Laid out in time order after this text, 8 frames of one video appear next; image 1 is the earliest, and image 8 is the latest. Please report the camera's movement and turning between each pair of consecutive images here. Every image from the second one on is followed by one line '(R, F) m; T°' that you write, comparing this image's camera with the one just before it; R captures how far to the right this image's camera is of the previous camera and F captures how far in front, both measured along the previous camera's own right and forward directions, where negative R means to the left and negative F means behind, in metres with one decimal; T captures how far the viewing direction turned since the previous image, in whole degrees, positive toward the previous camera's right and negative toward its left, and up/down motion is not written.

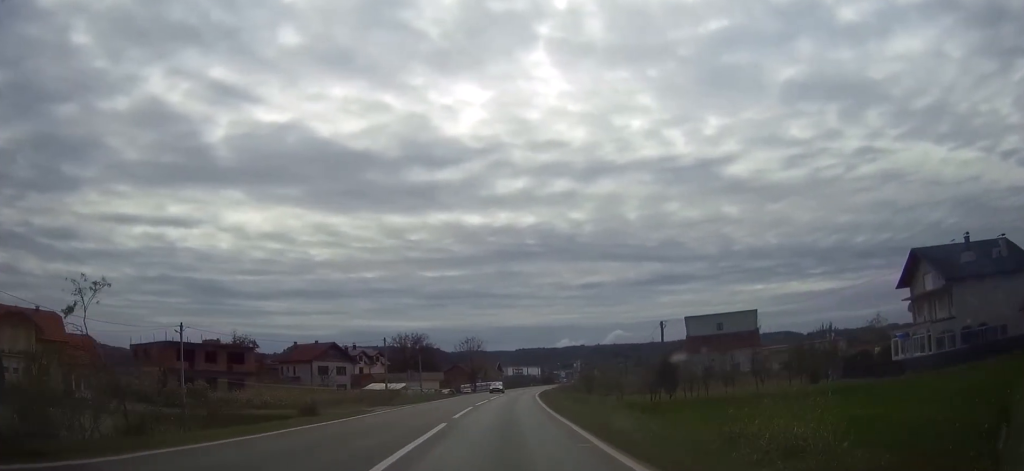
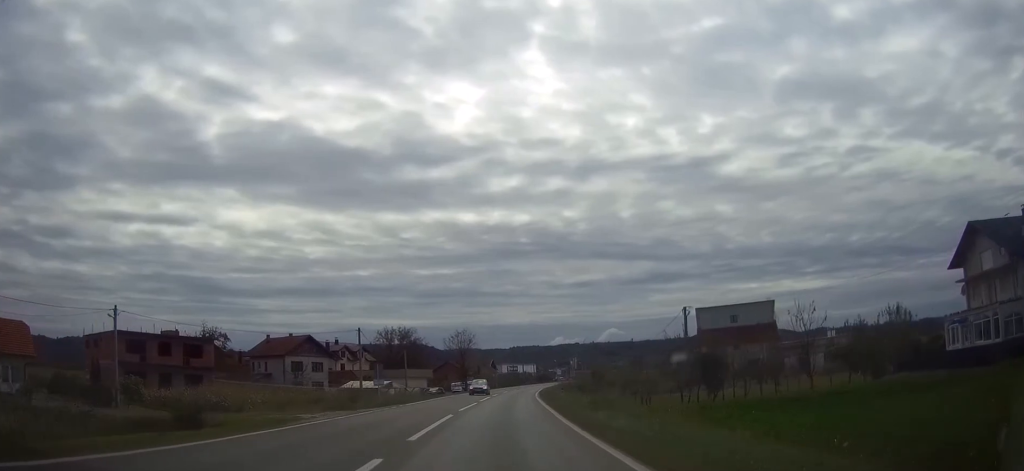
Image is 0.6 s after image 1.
(+0.1, +11.0) m; 0°
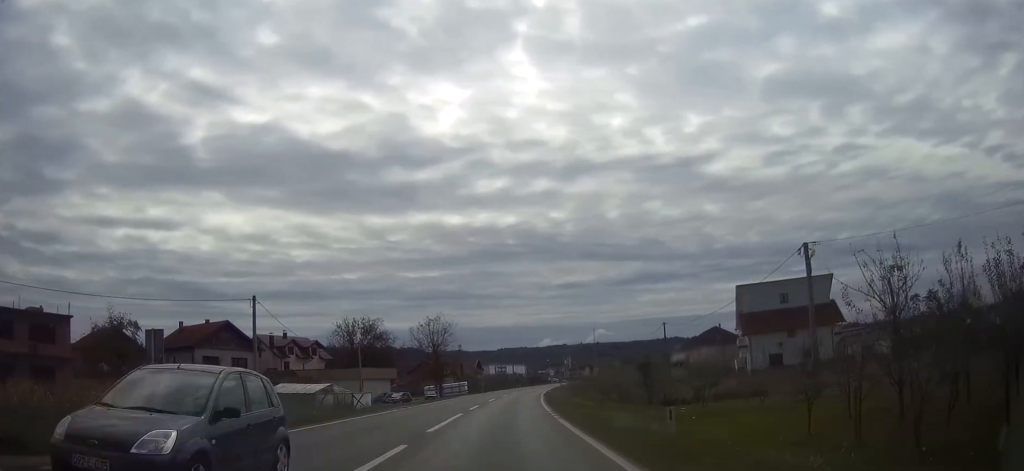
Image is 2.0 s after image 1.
(+0.2, +26.0) m; +1°
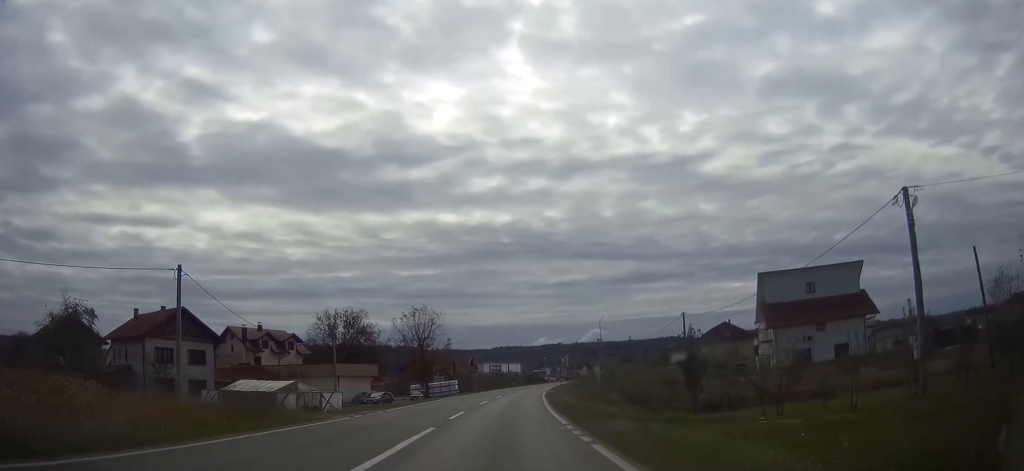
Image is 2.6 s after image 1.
(0.0, +9.6) m; +1°
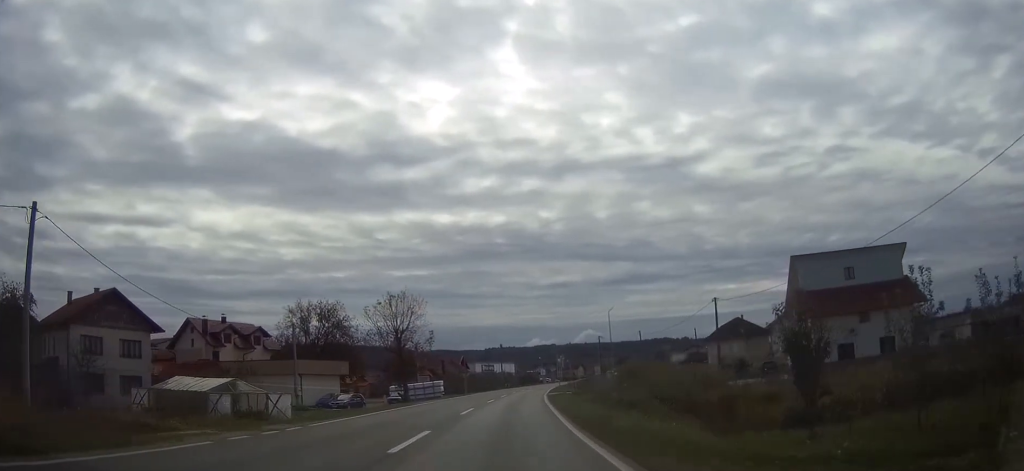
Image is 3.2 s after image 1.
(+0.1, +11.4) m; +1°
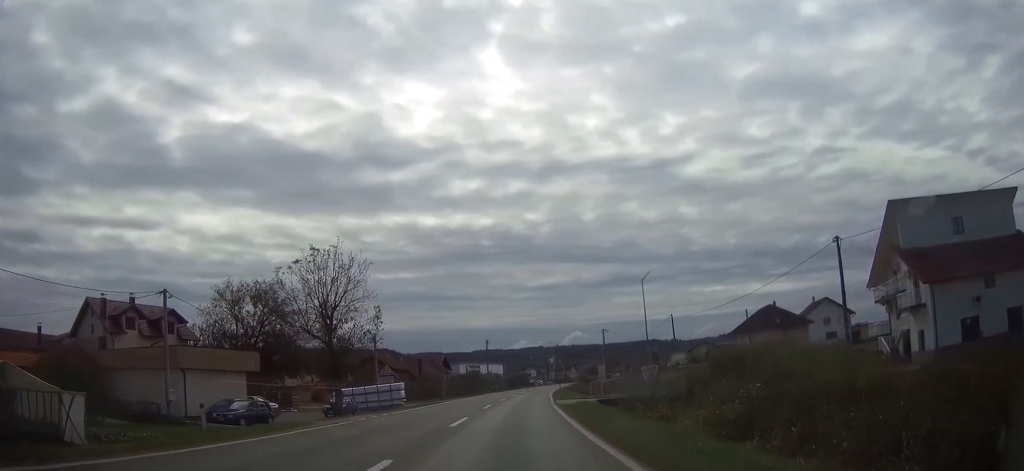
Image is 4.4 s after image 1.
(+0.3, +21.5) m; +1°
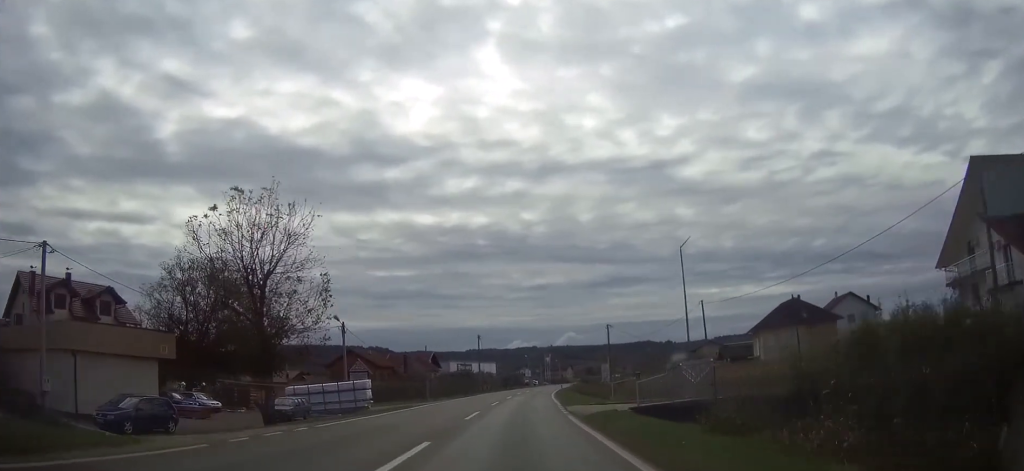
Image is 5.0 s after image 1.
(0.0, +11.3) m; 0°
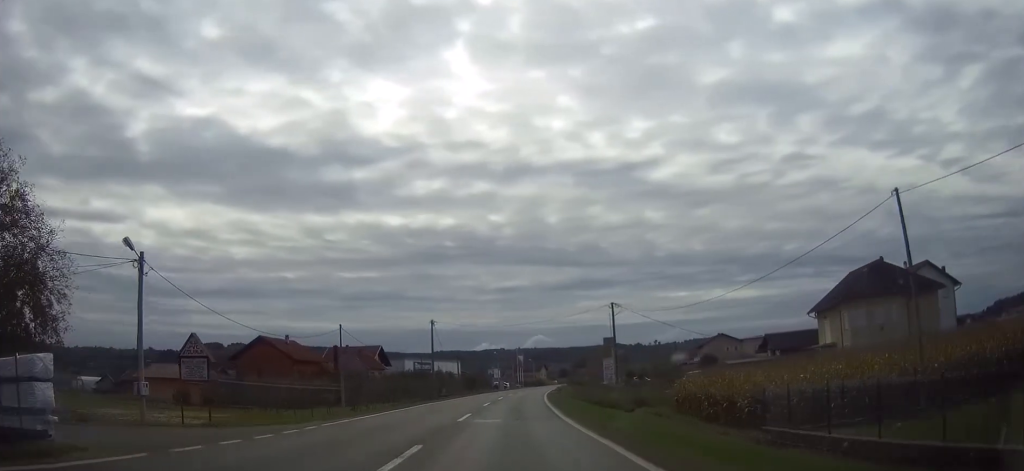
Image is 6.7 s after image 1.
(+0.4, +30.1) m; +2°
